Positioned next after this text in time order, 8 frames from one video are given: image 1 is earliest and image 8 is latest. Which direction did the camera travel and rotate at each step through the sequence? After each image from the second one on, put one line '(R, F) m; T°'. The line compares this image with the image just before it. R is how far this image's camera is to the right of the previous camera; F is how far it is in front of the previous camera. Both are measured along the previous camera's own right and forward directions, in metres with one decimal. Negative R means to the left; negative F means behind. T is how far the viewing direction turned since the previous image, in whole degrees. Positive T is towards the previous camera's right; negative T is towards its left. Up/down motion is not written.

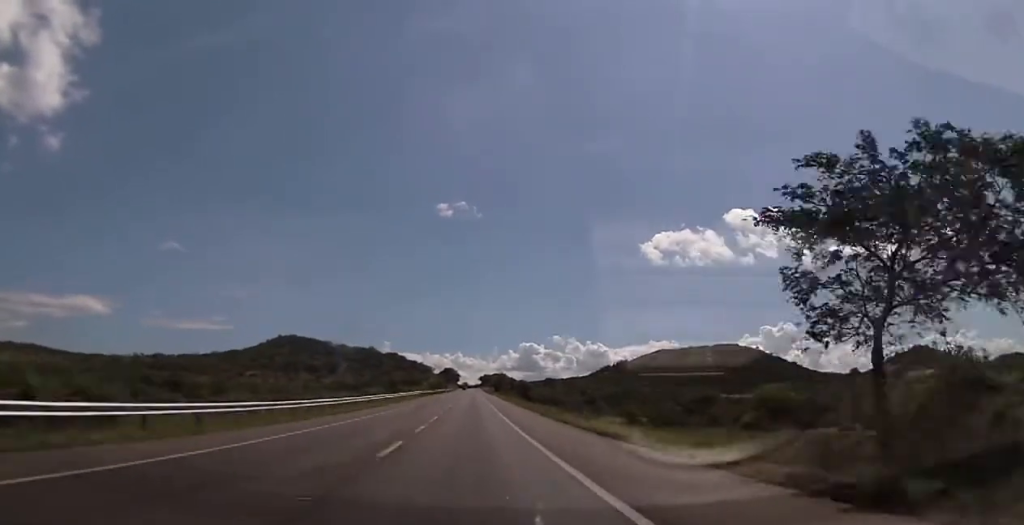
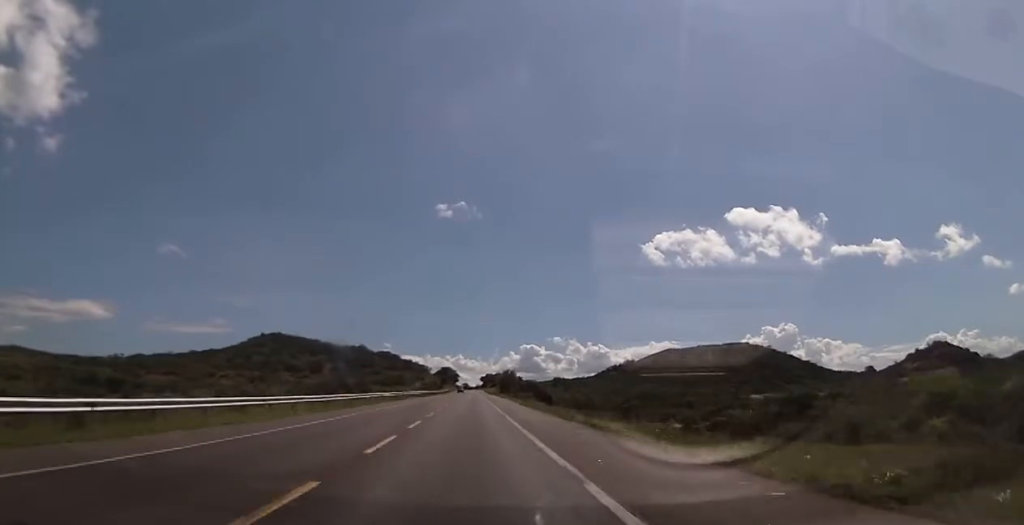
(0.0, +43.3) m; 0°
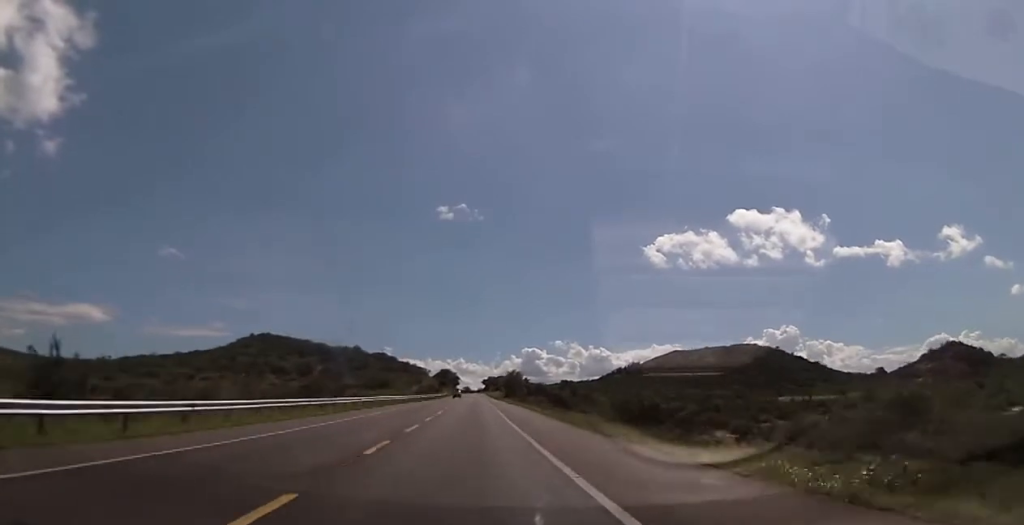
(0.0, +25.7) m; 0°
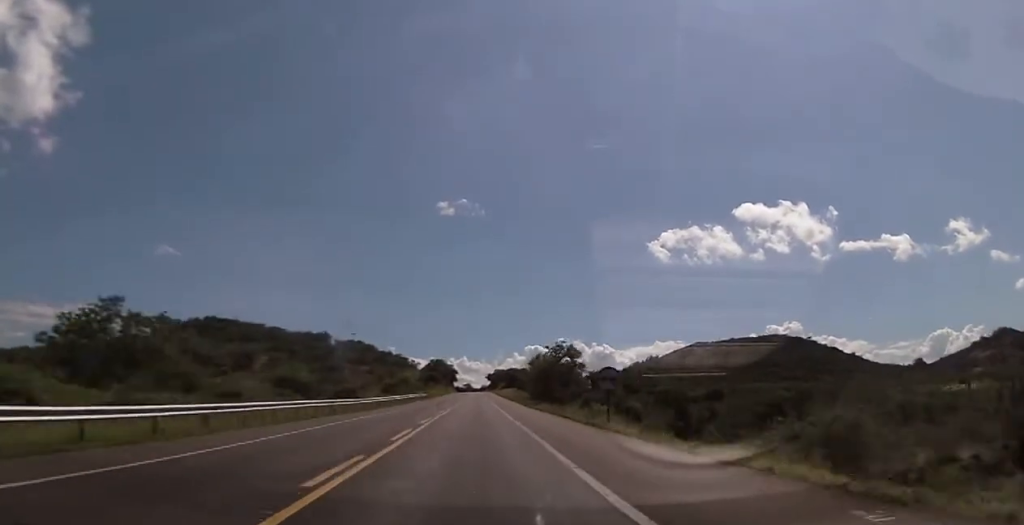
(0.0, +94.0) m; +1°
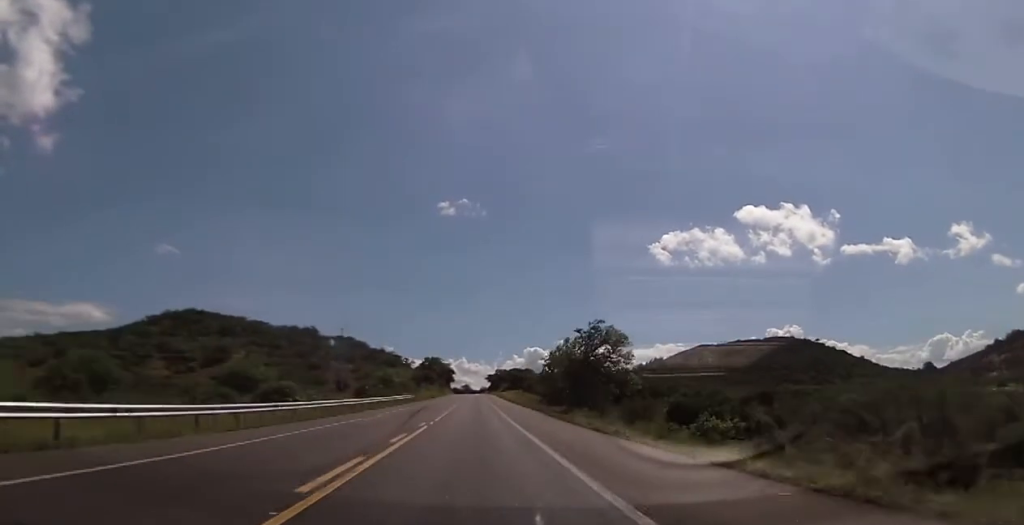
(-0.1, +24.7) m; 0°
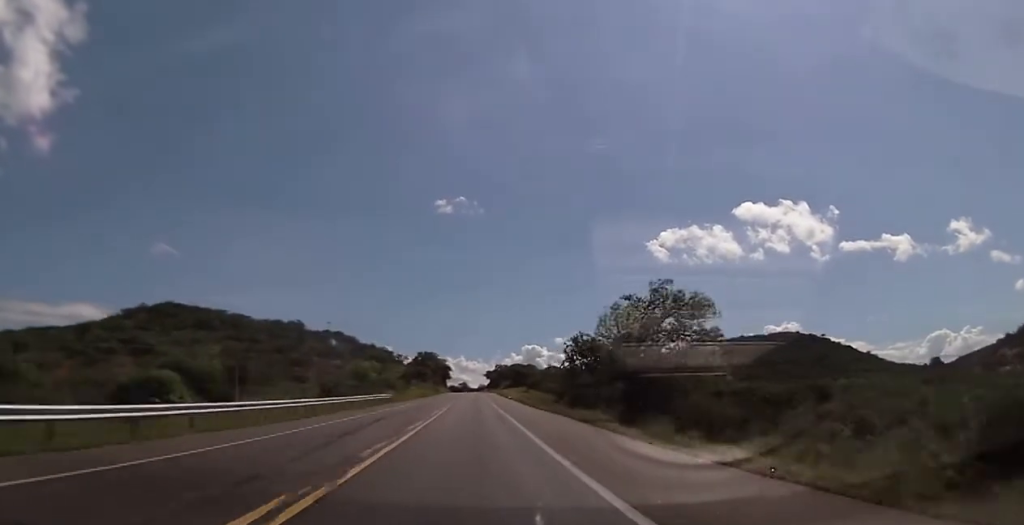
(-0.1, +20.0) m; 0°
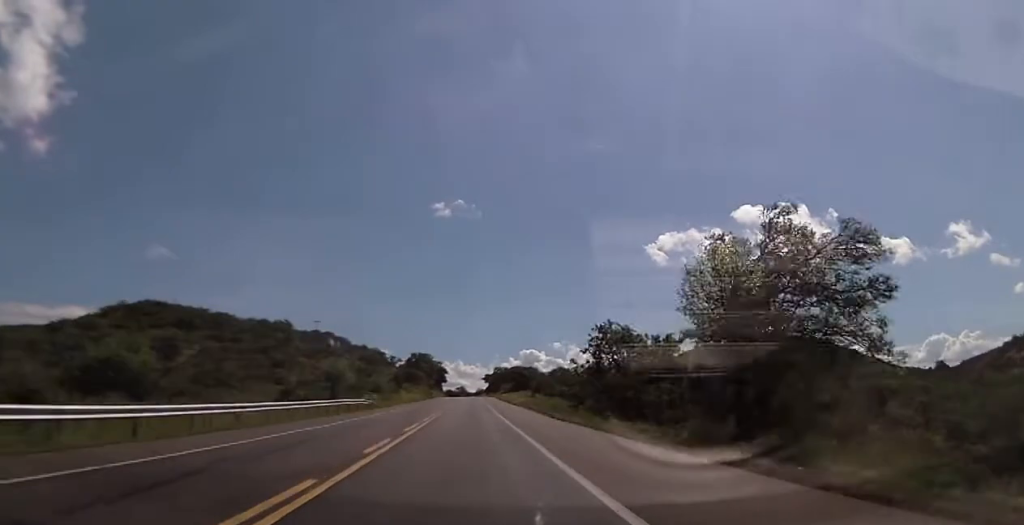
(0.0, +15.3) m; 0°
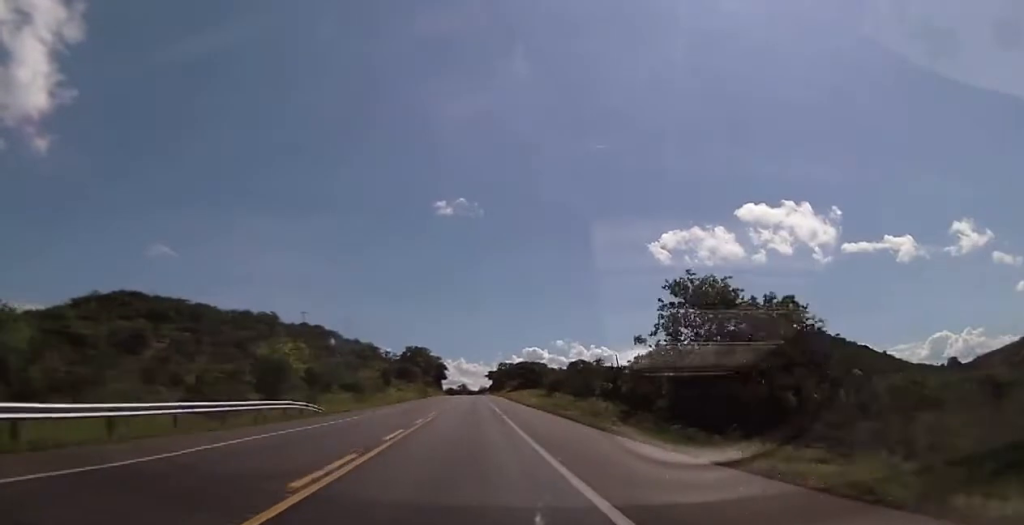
(0.0, +20.6) m; 0°
